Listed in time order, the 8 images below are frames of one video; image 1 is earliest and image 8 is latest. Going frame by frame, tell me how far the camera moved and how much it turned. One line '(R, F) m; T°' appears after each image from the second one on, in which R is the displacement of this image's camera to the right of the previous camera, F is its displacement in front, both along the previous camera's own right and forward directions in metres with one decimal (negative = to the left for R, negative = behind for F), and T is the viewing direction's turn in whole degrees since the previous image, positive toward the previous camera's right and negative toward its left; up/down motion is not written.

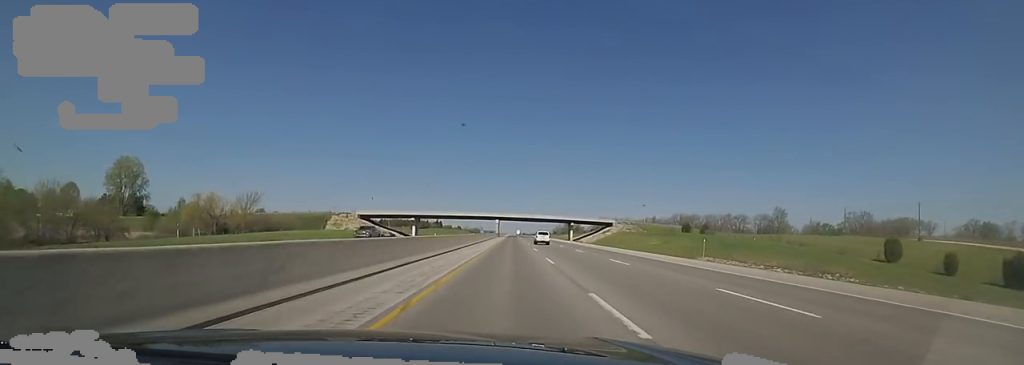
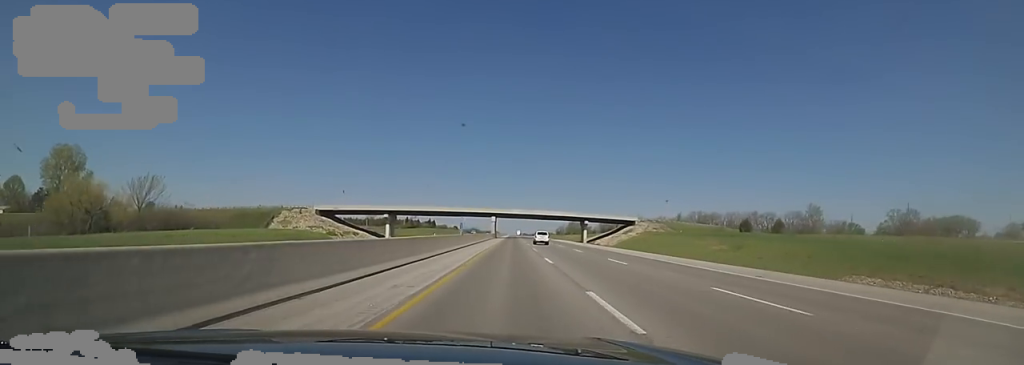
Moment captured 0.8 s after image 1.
(0.0, +30.1) m; 0°
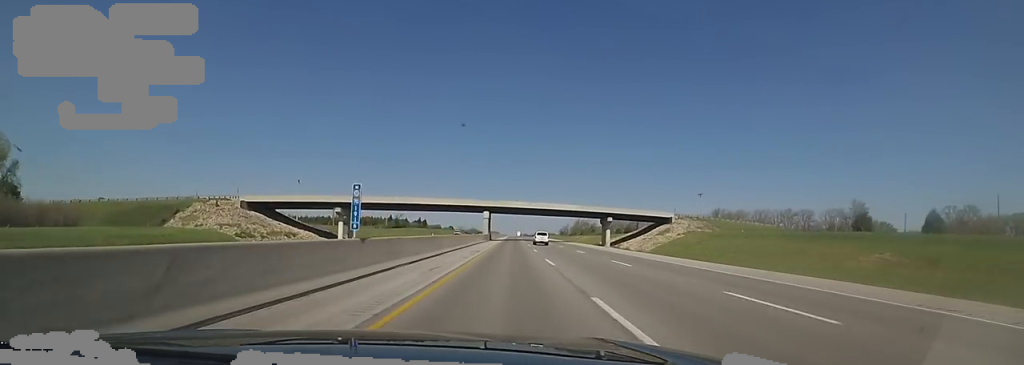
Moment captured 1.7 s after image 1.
(0.0, +32.8) m; +1°
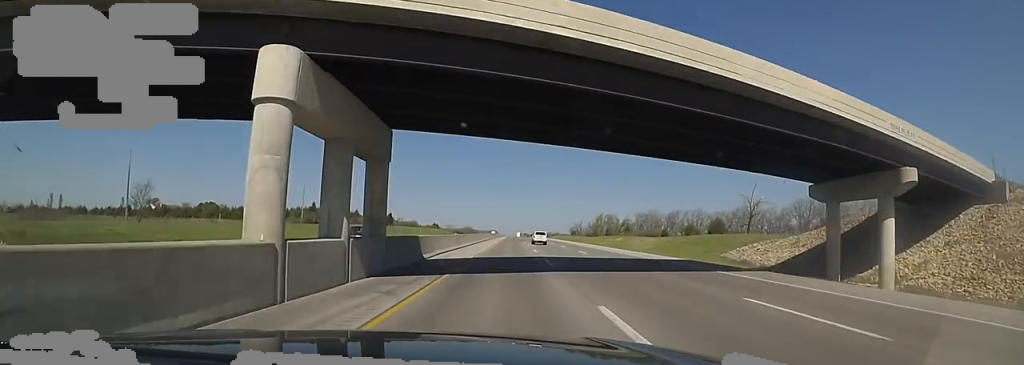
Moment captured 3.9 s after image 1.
(+0.5, +78.2) m; -1°
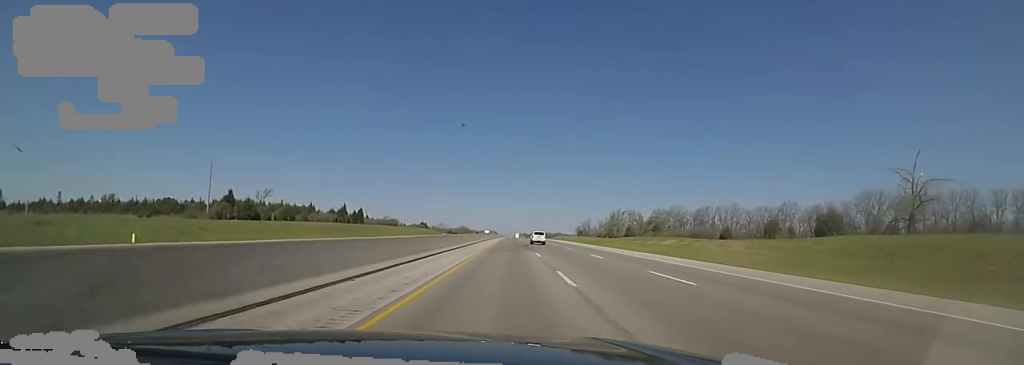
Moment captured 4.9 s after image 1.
(-0.2, +37.6) m; 0°
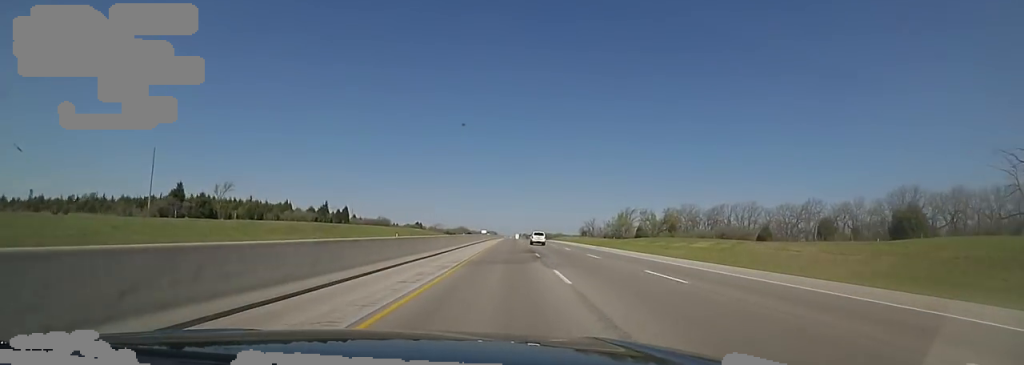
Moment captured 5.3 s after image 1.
(0.0, +14.6) m; 0°
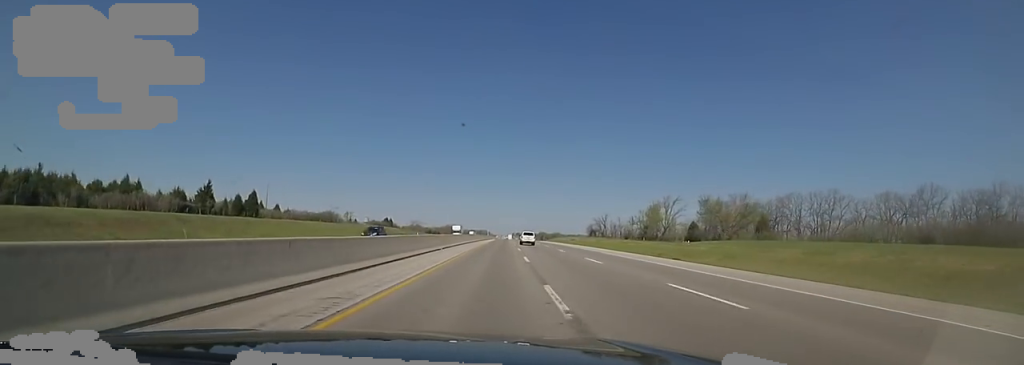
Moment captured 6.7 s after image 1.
(-0.4, +51.2) m; +1°
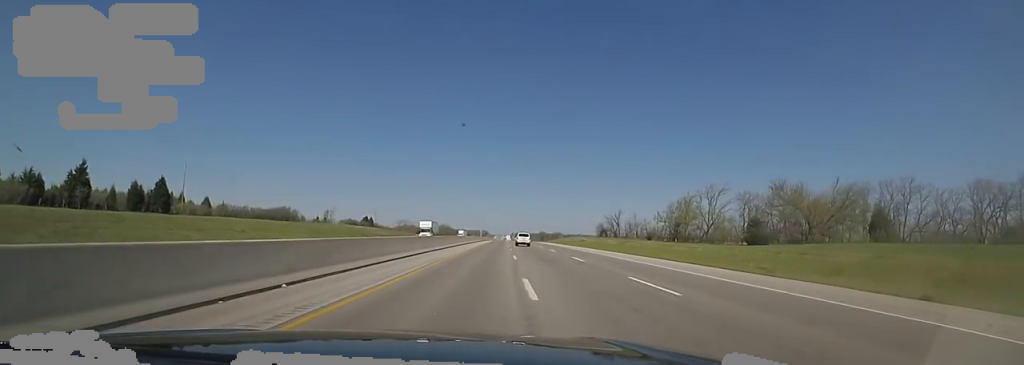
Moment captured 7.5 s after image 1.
(+0.6, +28.1) m; +1°
